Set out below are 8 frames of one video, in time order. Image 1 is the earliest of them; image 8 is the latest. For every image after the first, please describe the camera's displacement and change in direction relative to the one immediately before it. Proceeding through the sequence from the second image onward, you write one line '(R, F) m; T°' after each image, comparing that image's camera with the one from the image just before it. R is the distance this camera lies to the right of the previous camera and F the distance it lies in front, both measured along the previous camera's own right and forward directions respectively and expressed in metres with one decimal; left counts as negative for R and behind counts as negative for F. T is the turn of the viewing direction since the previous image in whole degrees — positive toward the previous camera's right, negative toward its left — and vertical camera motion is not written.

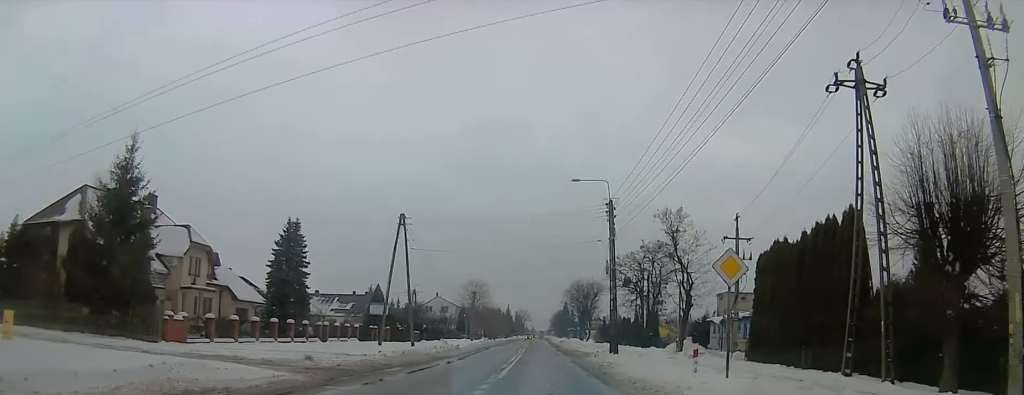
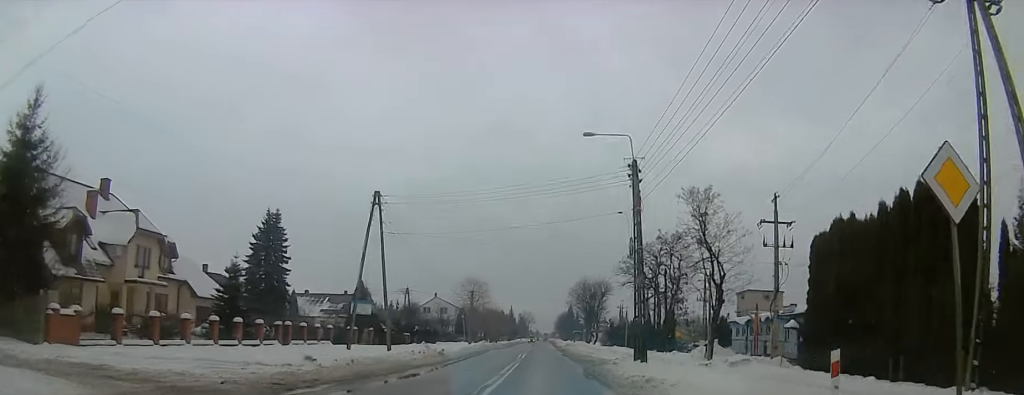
(0.0, +8.2) m; 0°
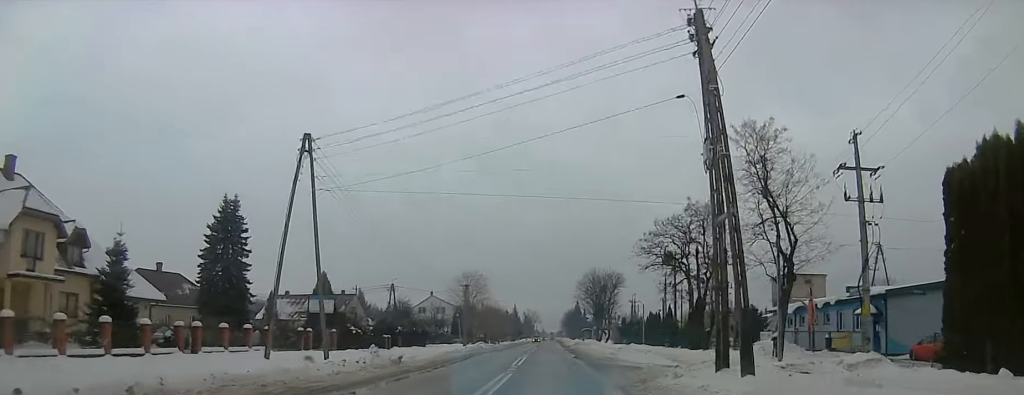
(0.0, +12.1) m; 0°
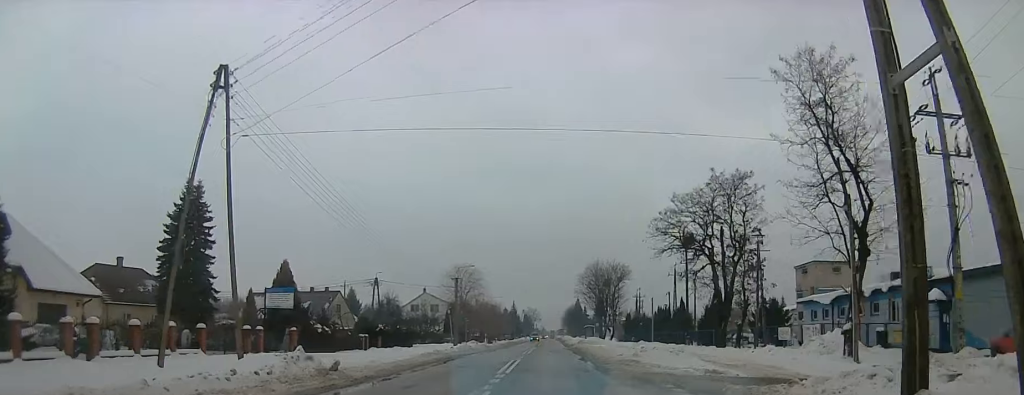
(0.0, +7.8) m; 0°
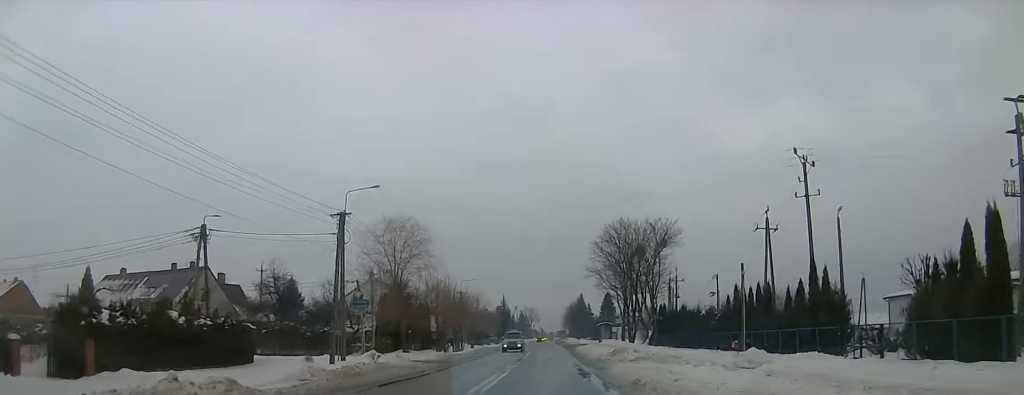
(0.0, +39.4) m; 0°
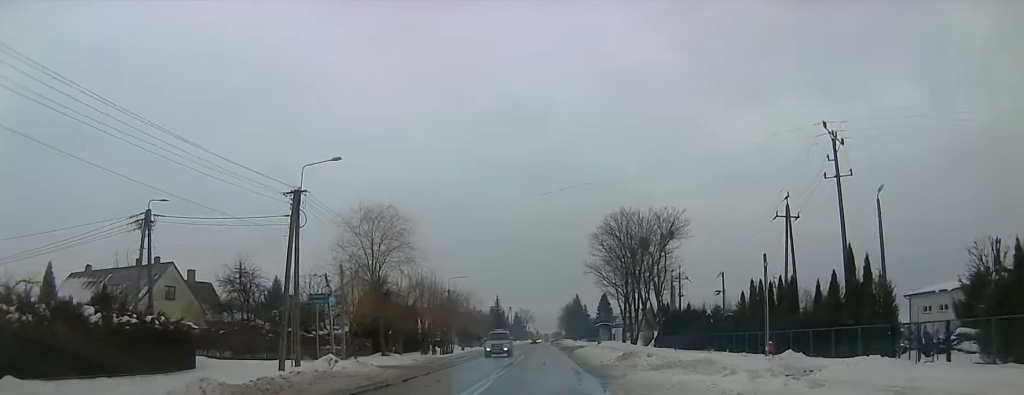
(0.0, +5.6) m; 0°
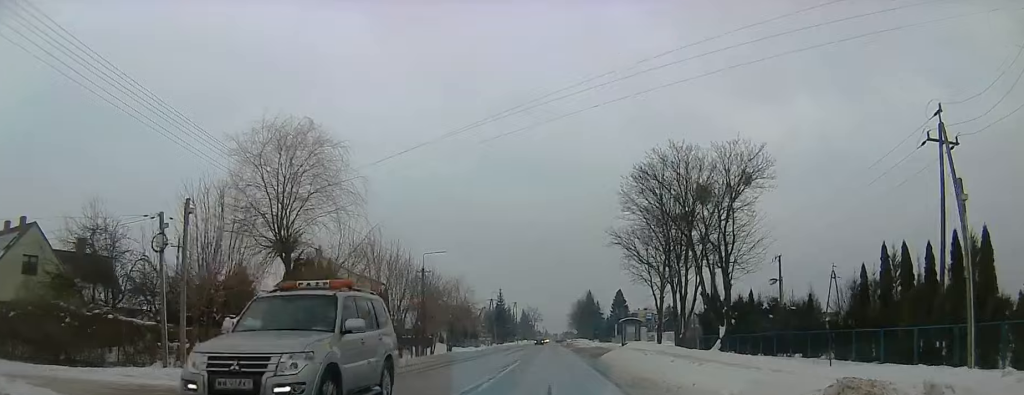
(0.0, +19.1) m; 0°
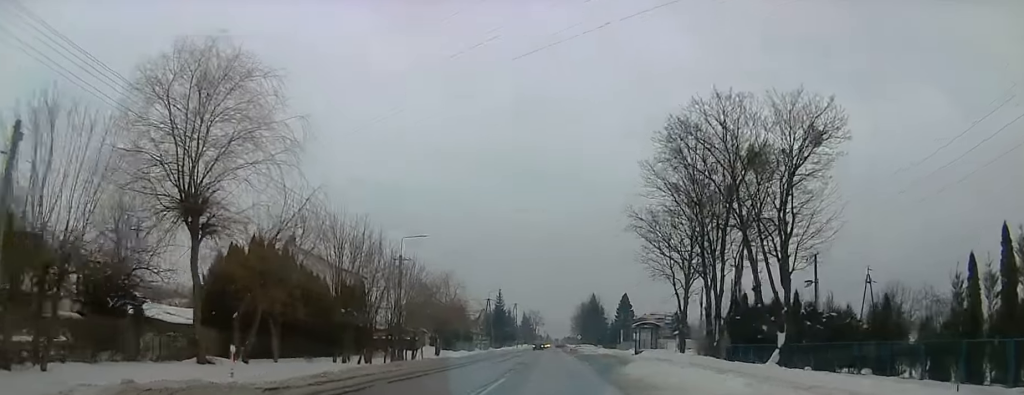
(0.0, +8.7) m; 0°
